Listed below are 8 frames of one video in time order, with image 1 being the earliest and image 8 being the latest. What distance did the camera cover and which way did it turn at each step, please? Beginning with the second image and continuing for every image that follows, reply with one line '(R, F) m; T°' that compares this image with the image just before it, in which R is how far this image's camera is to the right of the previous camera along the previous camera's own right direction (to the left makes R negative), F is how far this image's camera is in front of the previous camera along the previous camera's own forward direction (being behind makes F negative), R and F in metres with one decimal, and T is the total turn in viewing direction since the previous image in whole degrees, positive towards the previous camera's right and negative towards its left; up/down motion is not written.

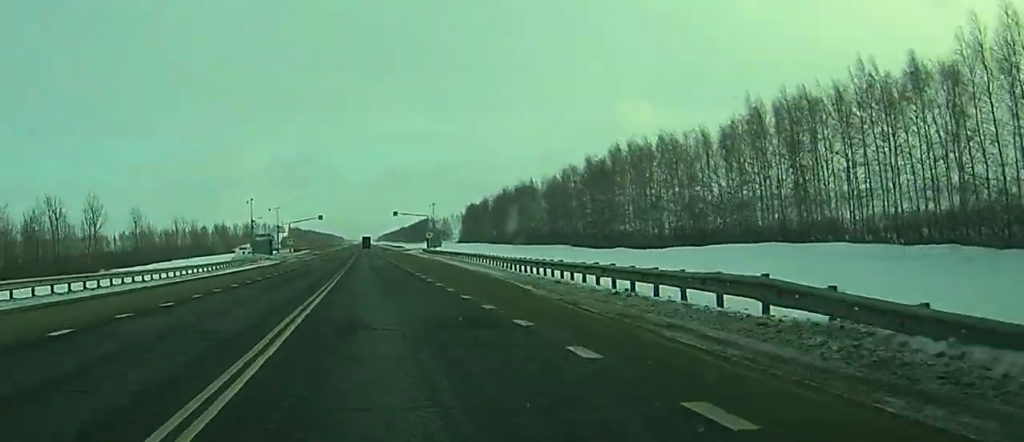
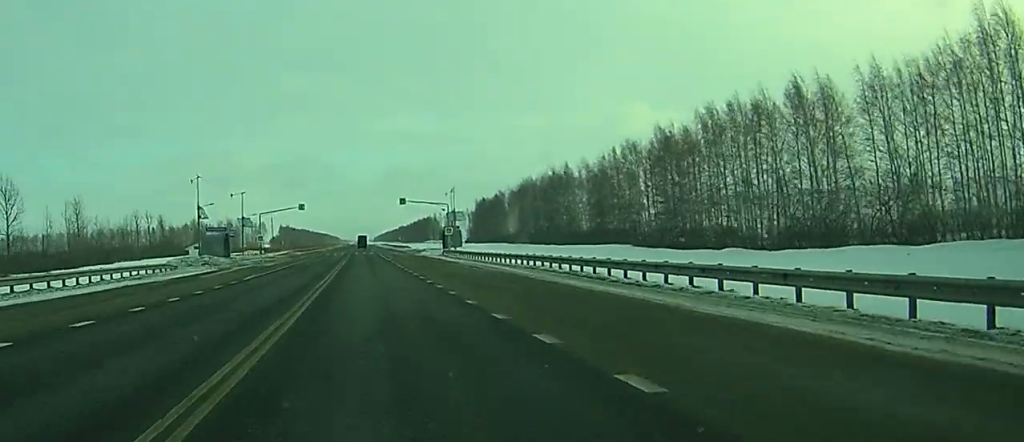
(-0.1, +42.8) m; 0°
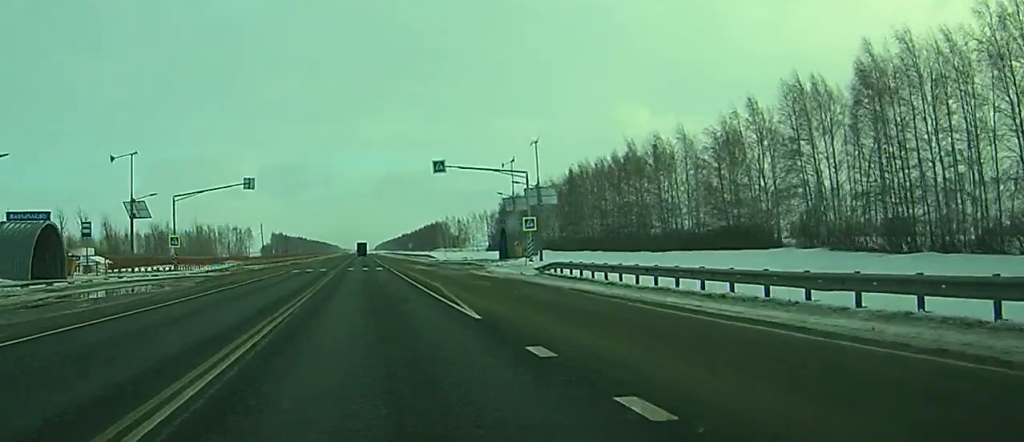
(0.0, +57.4) m; 0°
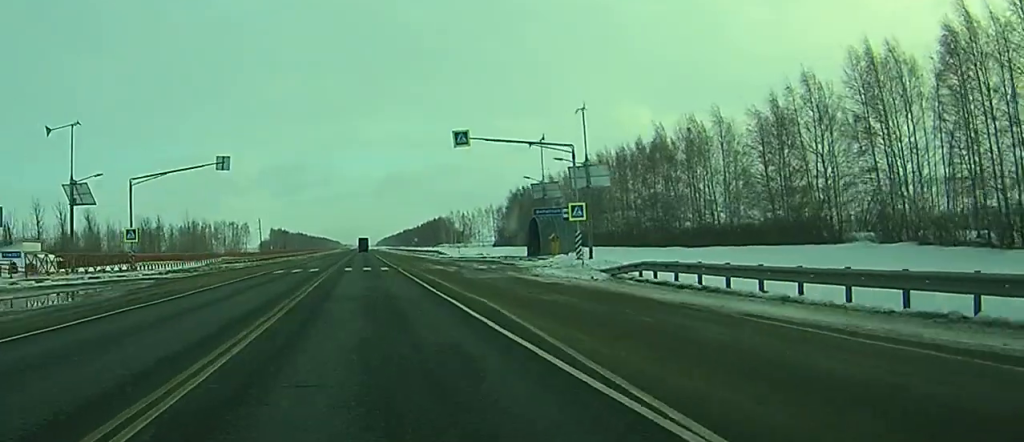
(0.0, +13.4) m; 0°
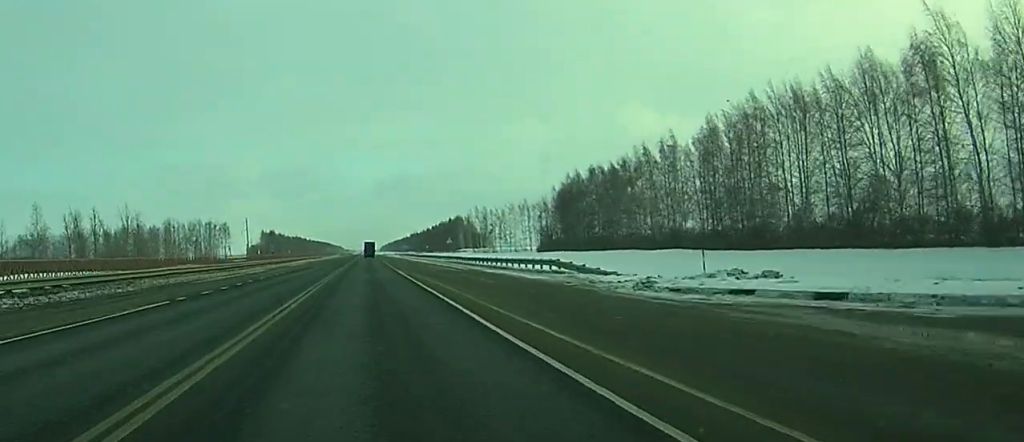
(-0.2, +64.9) m; 0°
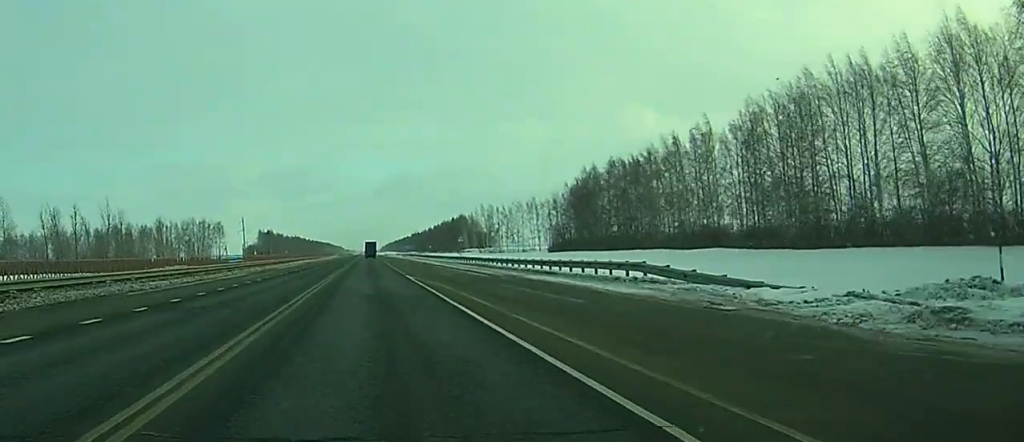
(+0.1, +13.0) m; 0°
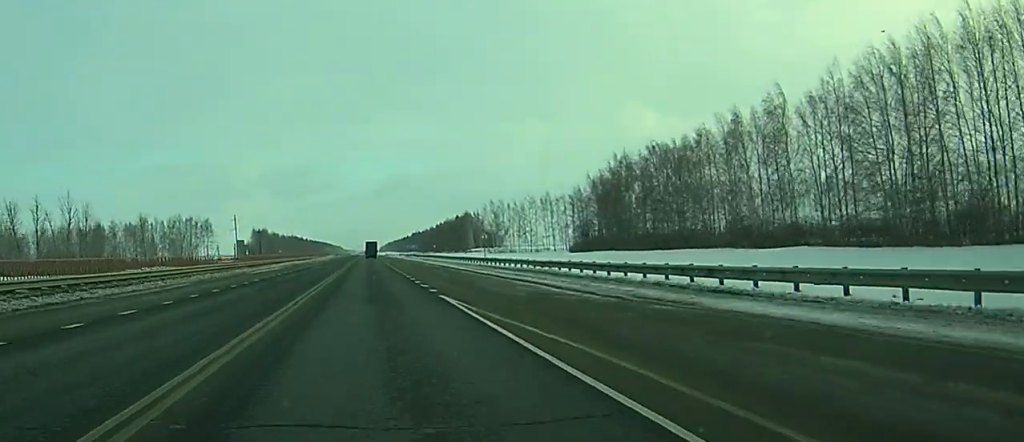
(+0.1, +21.1) m; 0°
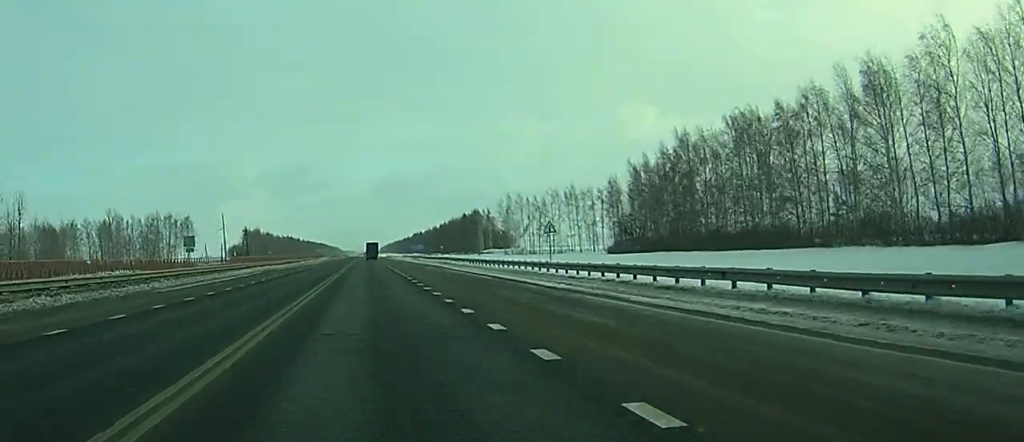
(+0.1, +29.1) m; 0°
